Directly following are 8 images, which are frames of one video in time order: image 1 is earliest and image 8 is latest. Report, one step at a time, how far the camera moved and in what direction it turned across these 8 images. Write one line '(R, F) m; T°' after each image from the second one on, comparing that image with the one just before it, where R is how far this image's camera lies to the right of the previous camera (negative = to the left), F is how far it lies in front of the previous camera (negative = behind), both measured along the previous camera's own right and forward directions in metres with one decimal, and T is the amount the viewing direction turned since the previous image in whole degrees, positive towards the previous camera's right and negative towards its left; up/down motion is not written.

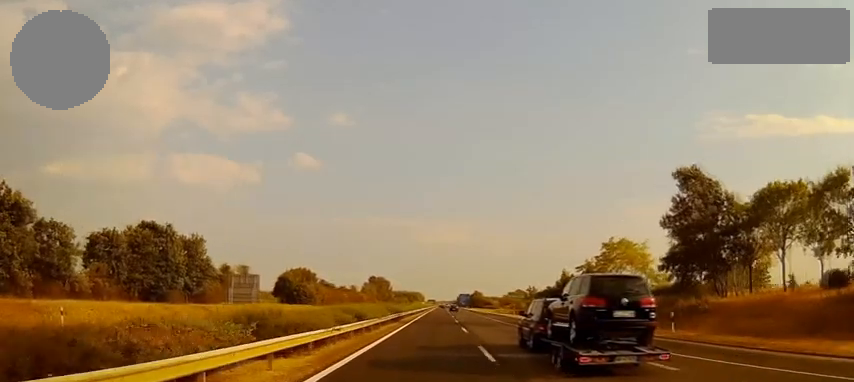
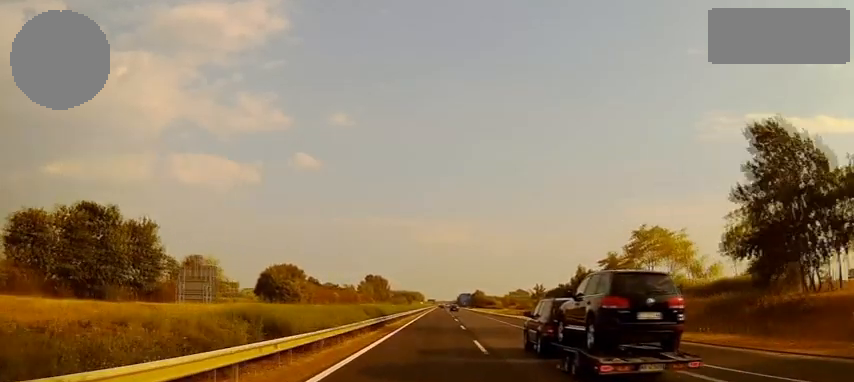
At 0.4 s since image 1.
(0.0, +14.9) m; 0°
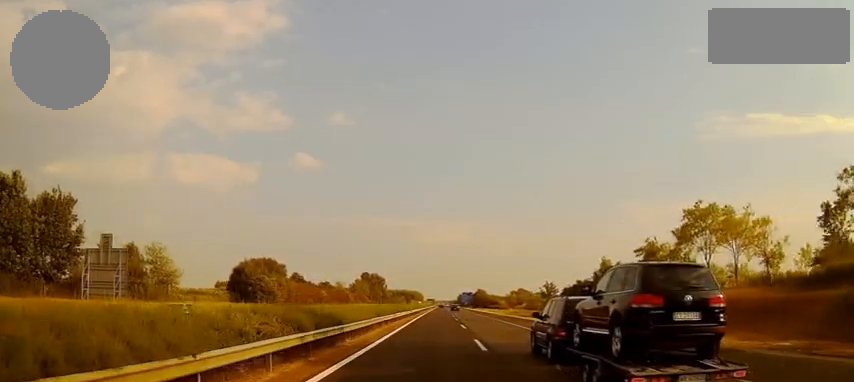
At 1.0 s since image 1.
(-0.1, +17.5) m; 0°
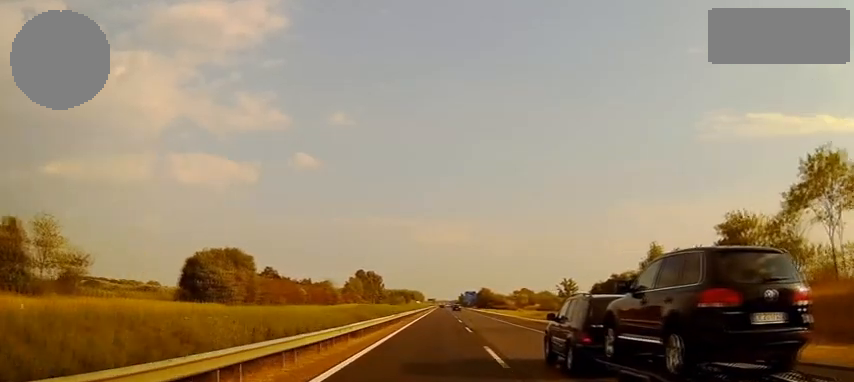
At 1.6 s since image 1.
(0.0, +22.6) m; 0°
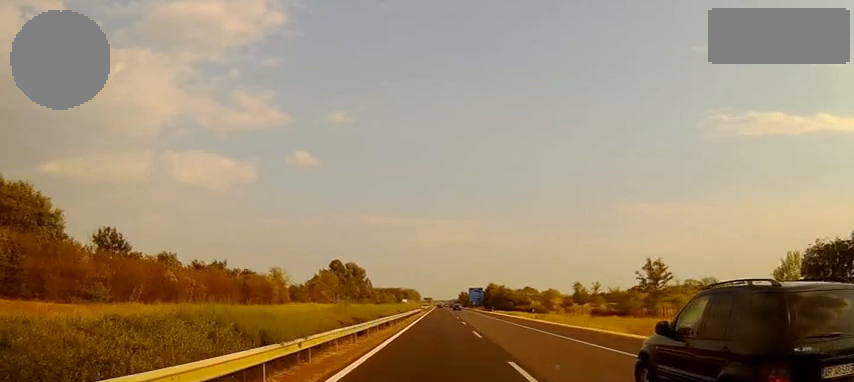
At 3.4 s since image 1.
(+0.1, +59.3) m; 0°
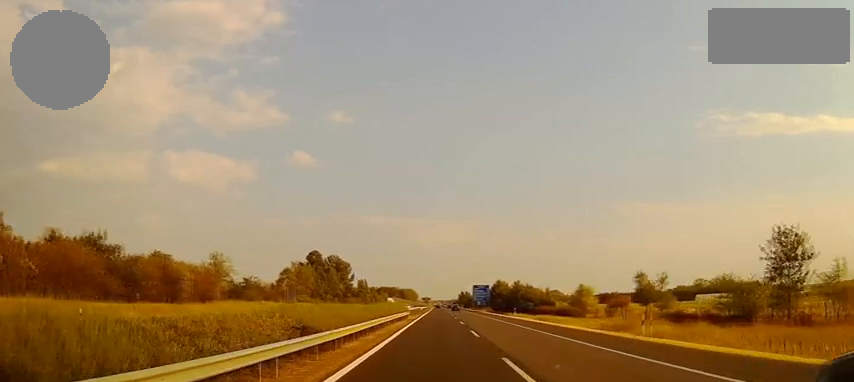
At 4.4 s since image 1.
(0.0, +35.2) m; 0°
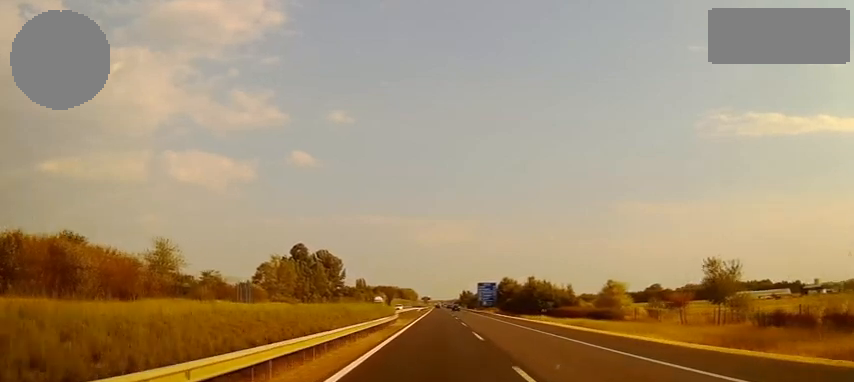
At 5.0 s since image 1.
(+0.1, +20.7) m; 0°
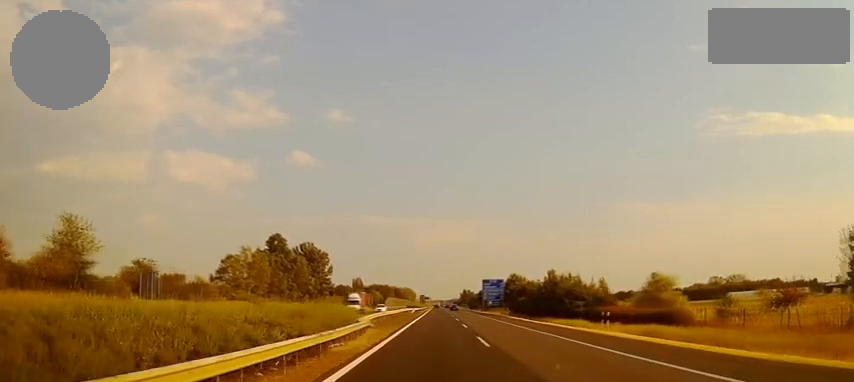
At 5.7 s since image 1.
(0.0, +21.9) m; 0°
